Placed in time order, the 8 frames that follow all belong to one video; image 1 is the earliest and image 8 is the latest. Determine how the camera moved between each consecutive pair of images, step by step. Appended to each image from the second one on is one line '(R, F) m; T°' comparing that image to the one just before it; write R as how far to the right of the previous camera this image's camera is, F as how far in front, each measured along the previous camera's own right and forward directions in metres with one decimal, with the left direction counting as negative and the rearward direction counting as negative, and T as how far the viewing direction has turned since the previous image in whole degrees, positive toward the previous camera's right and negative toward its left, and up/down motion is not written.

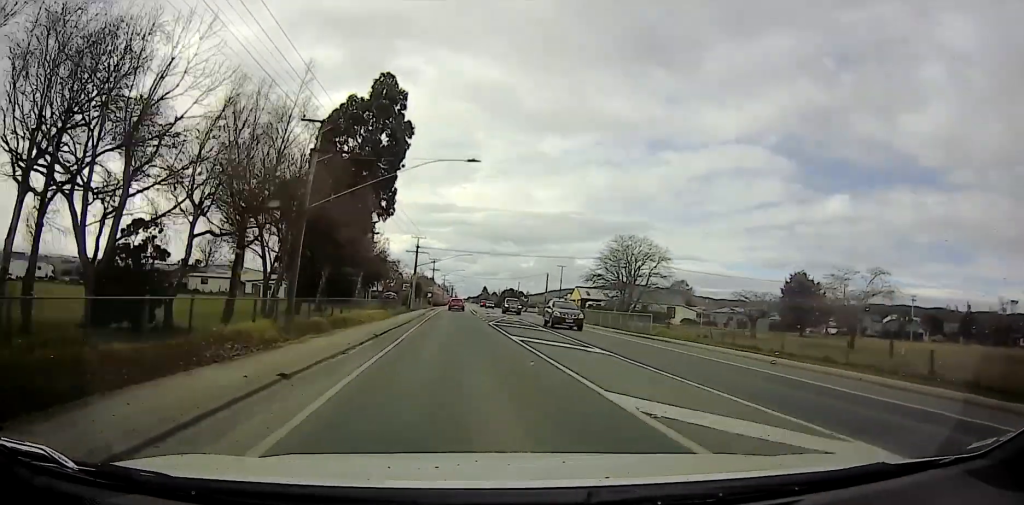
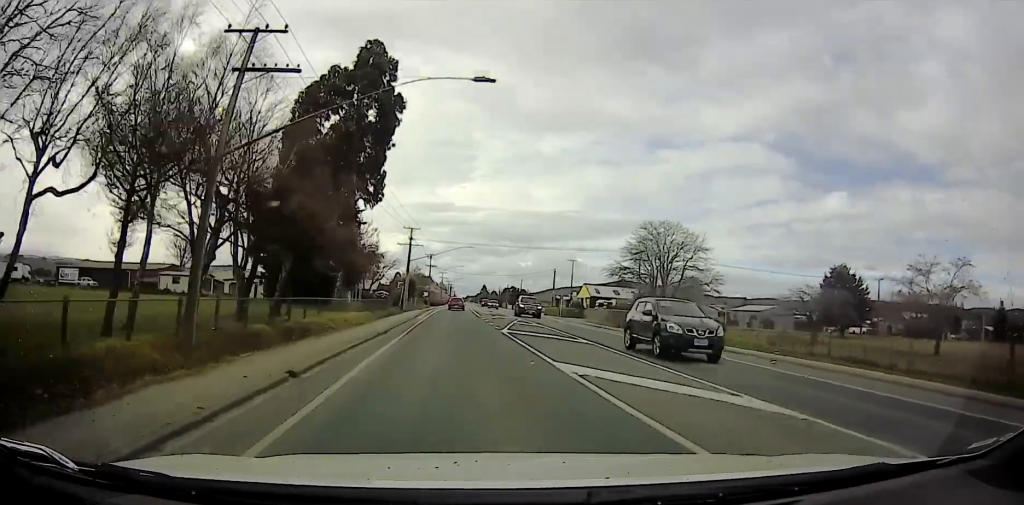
(-0.1, +6.0) m; -1°
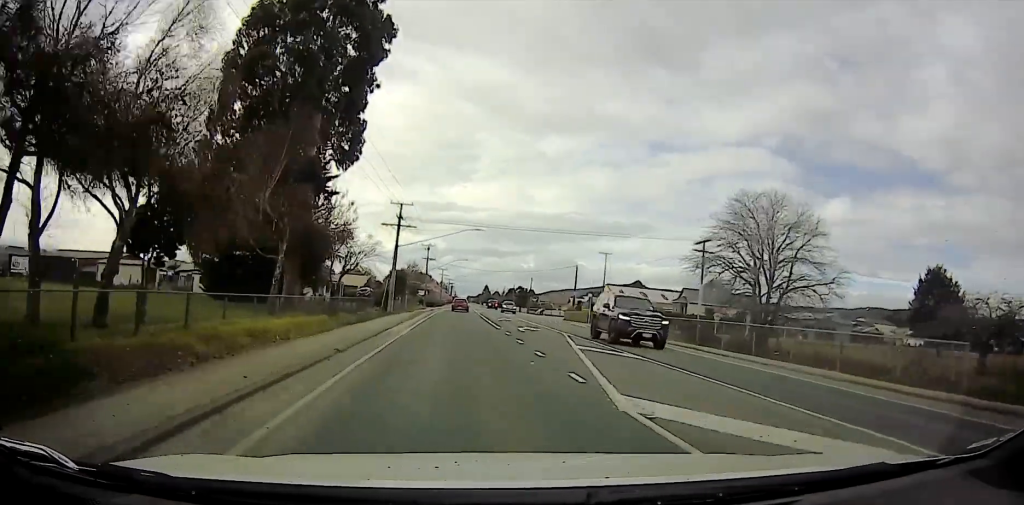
(-0.2, +10.3) m; -1°
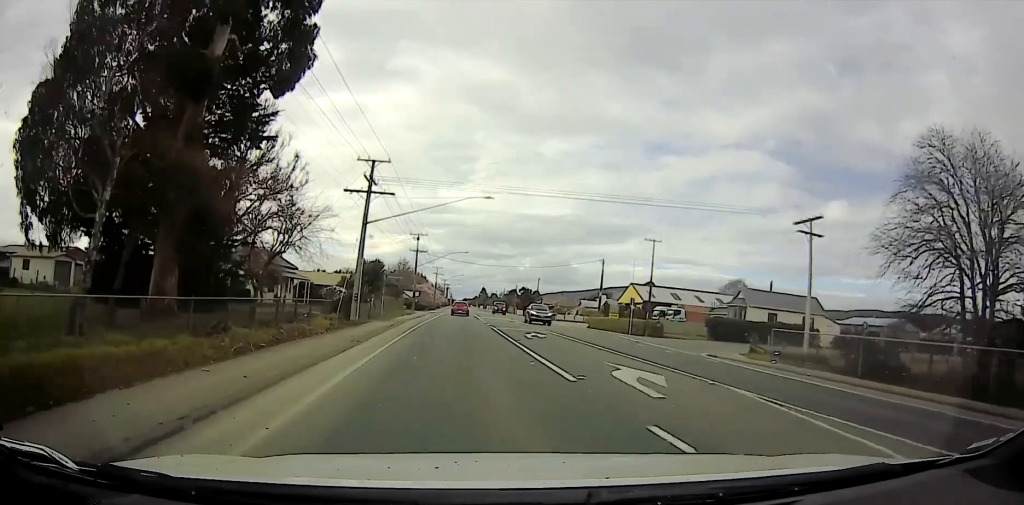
(-0.1, +10.9) m; 0°
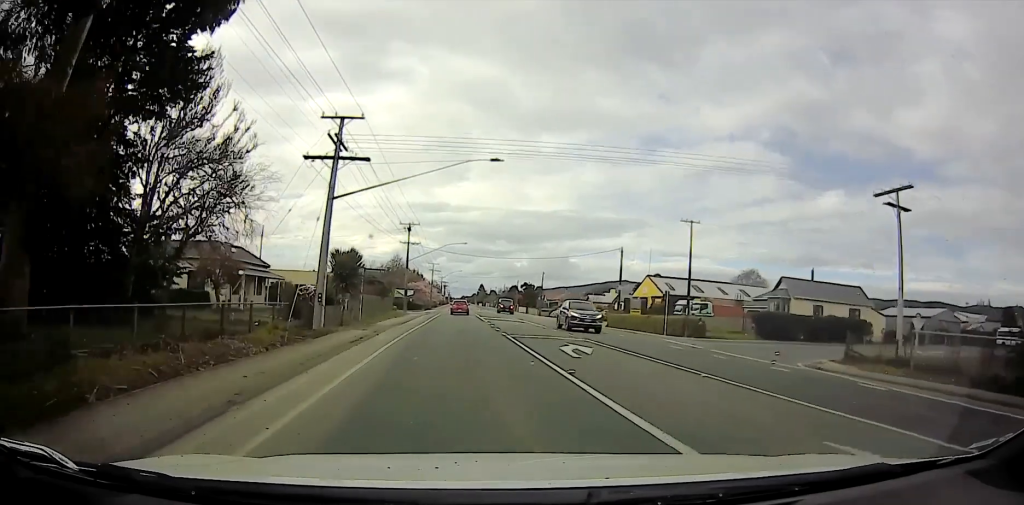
(0.0, +5.7) m; 0°
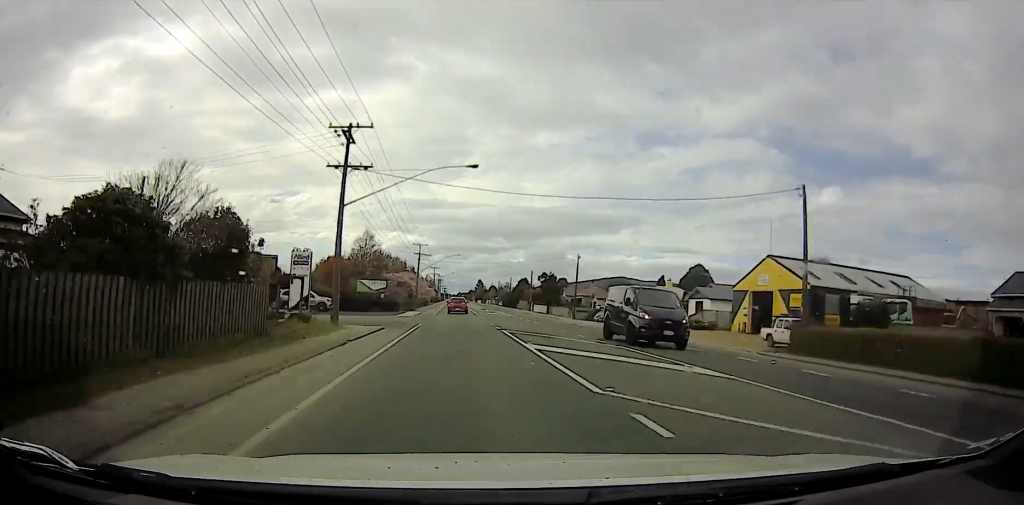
(+1.1, +27.4) m; +4°
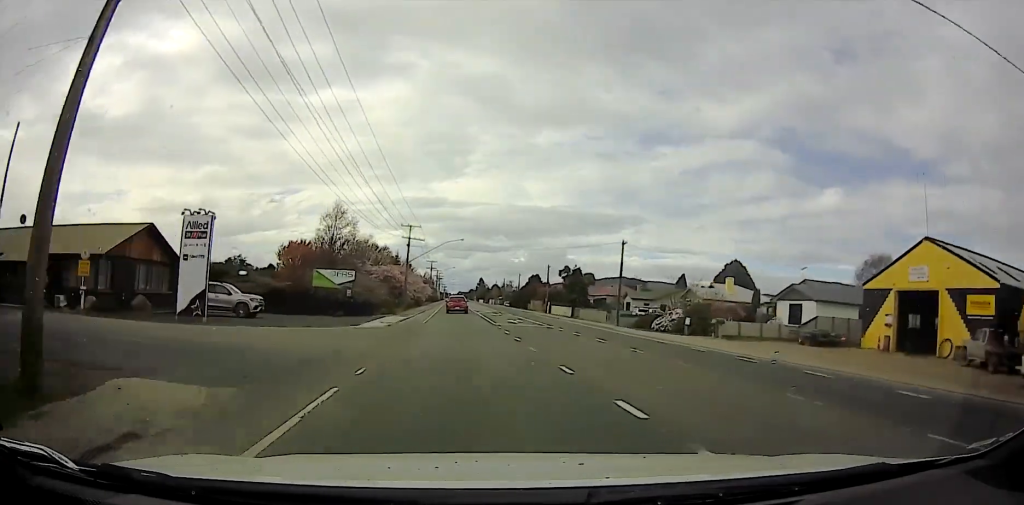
(+0.4, +21.2) m; 0°
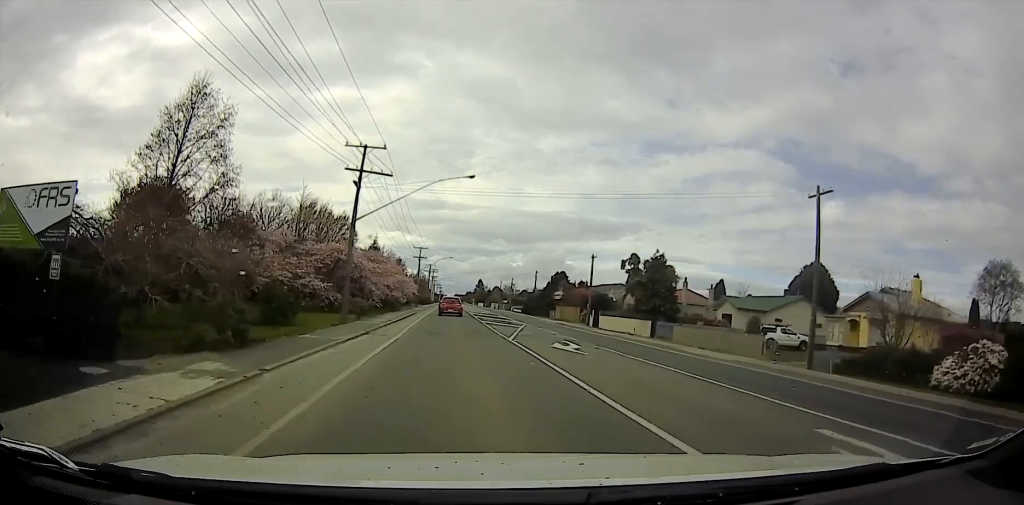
(-1.2, +37.6) m; -3°
